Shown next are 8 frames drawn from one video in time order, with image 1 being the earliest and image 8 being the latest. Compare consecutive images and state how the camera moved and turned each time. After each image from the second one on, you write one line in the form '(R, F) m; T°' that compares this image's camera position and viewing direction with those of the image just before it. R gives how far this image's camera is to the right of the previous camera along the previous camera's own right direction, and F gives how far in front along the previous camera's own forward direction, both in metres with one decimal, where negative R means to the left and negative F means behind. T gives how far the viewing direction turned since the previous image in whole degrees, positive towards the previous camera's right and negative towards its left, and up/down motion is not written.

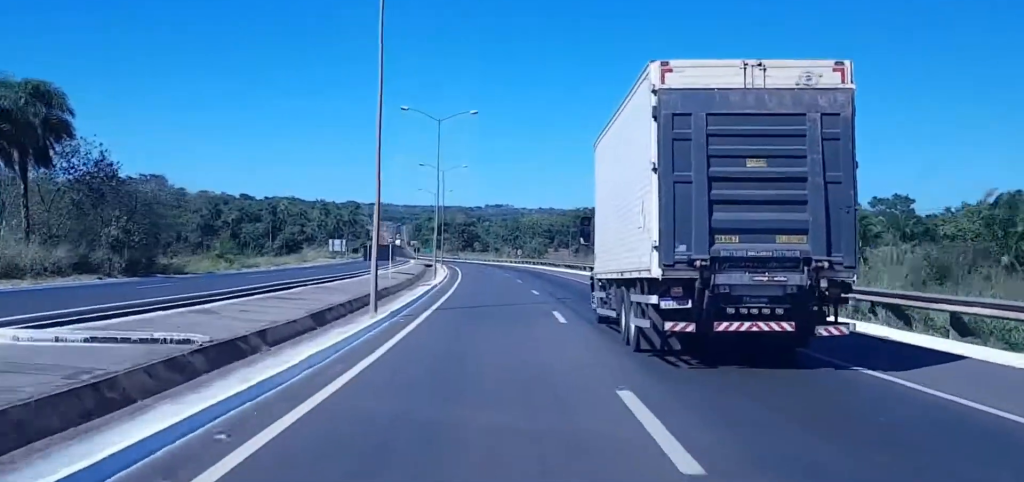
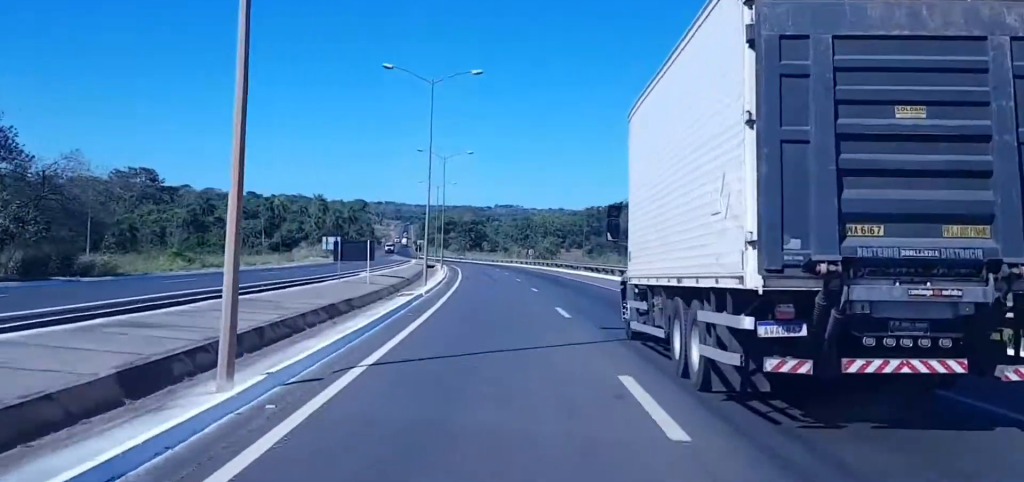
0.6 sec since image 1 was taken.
(-0.5, +14.4) m; -1°
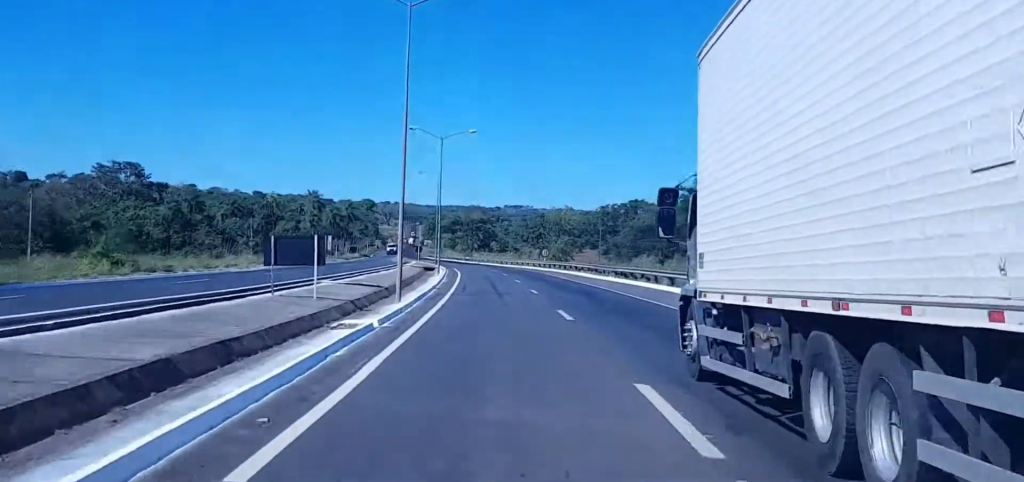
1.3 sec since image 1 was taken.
(+0.4, +16.2) m; +1°
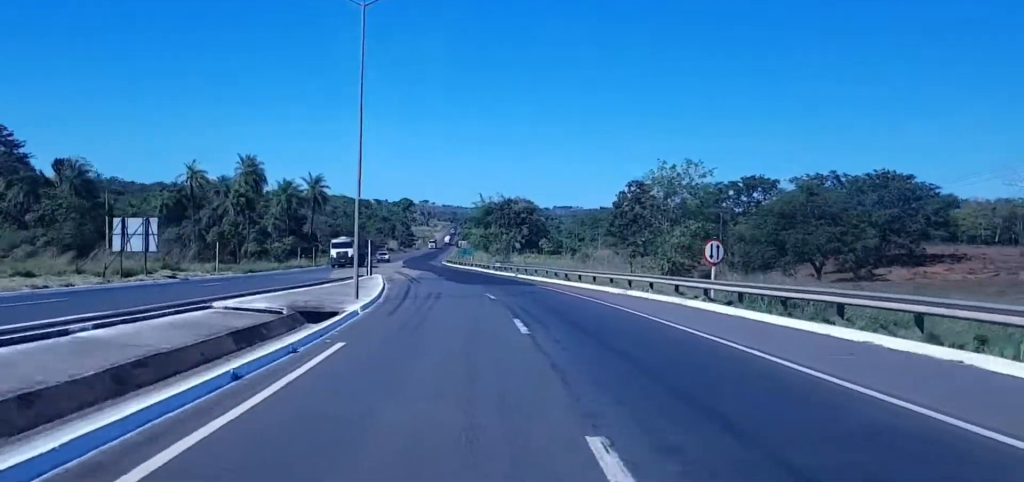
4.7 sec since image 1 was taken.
(-1.4, +80.9) m; -4°
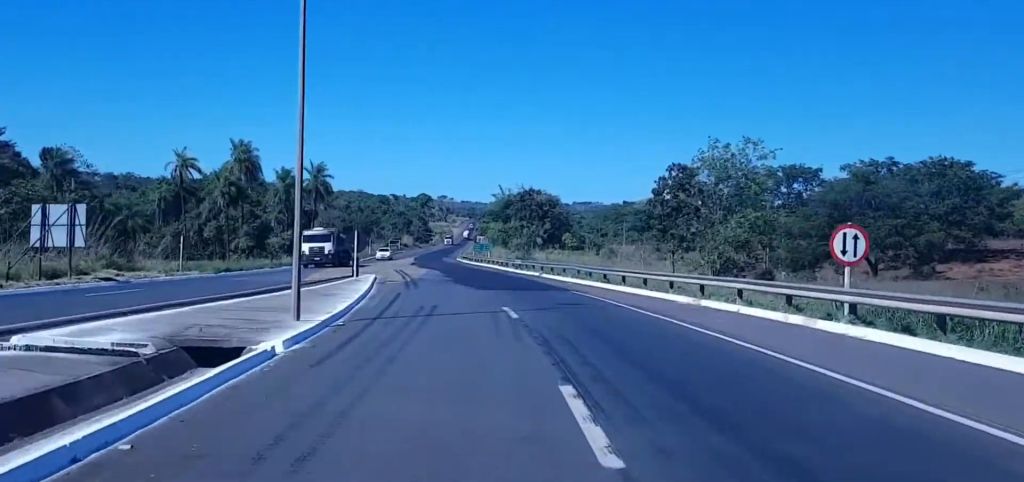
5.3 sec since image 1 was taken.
(-0.2, +12.6) m; -1°
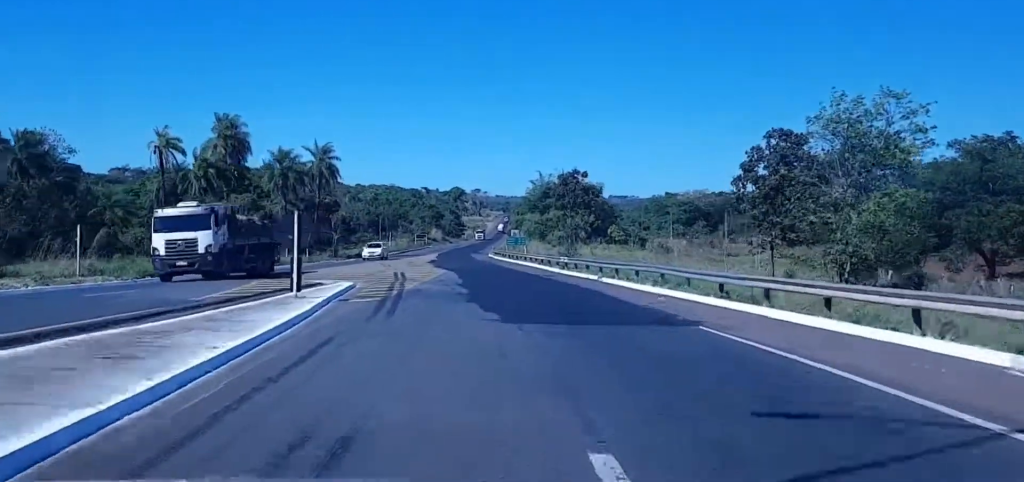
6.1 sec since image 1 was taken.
(-0.1, +19.7) m; -2°
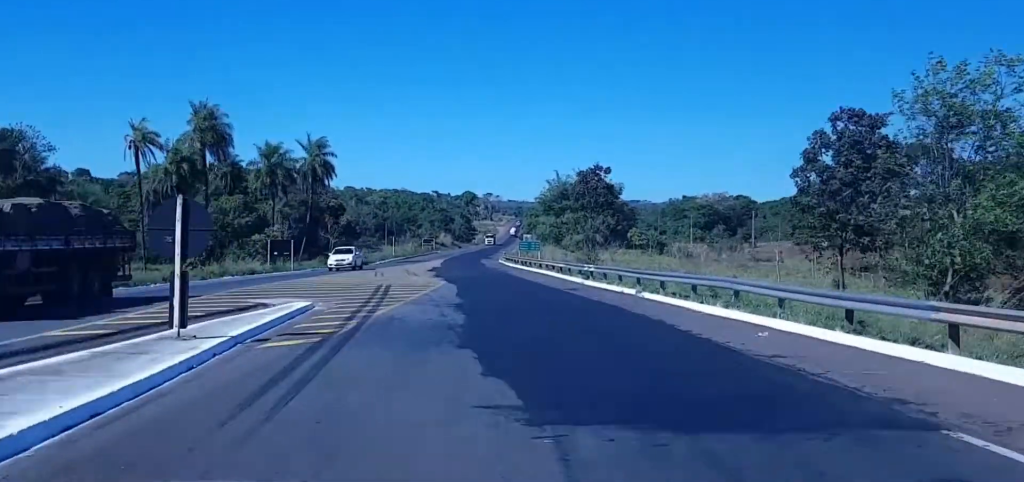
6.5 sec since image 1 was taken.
(+0.2, +10.2) m; -1°
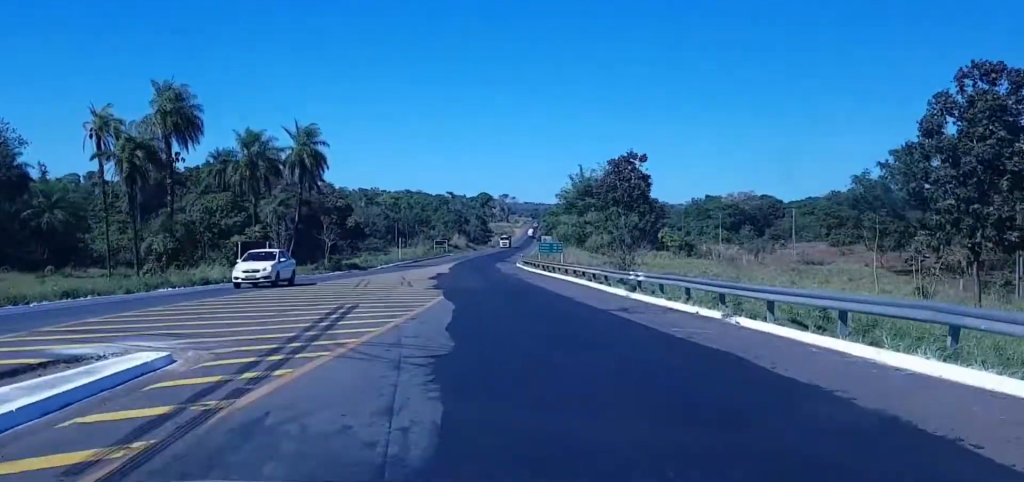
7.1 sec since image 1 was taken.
(-0.5, +12.6) m; -1°
